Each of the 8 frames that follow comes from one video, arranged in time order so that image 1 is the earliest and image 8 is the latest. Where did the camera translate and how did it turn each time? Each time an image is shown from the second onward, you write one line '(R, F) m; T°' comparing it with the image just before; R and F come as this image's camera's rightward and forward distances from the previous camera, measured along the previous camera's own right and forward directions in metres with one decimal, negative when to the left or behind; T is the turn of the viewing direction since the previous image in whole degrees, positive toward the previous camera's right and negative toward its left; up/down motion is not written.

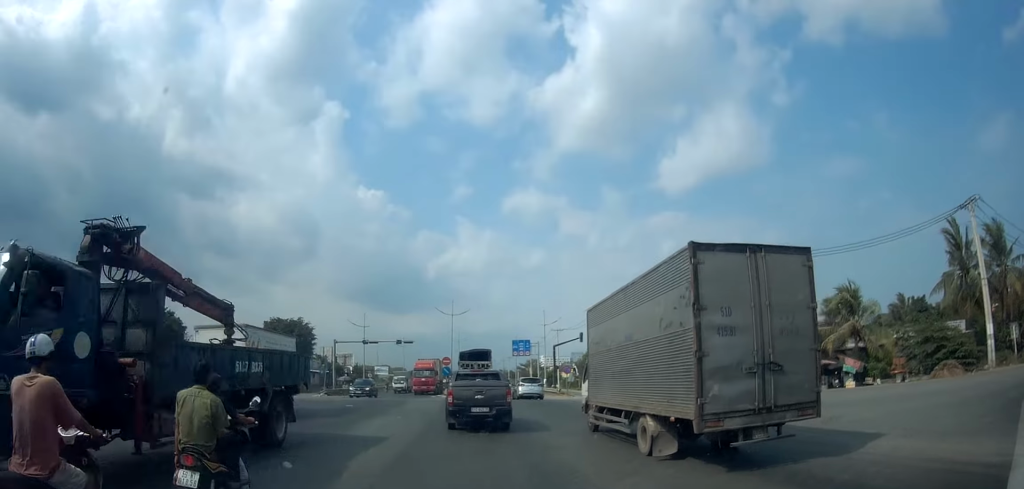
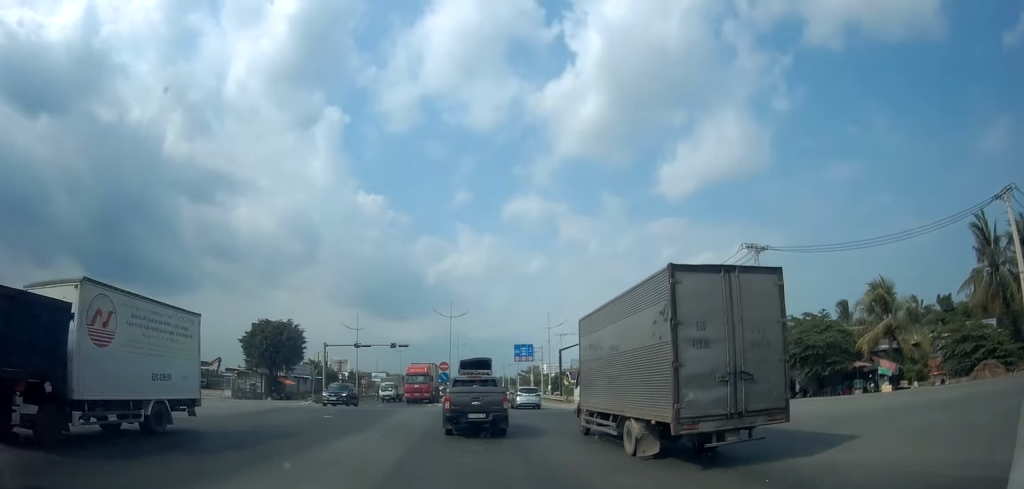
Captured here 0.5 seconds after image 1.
(0.0, +4.1) m; 0°
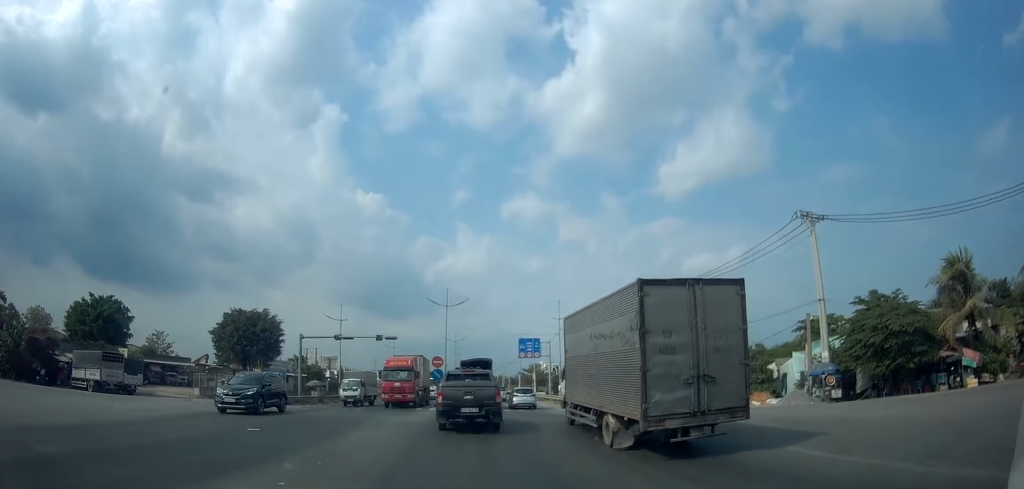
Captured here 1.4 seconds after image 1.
(0.0, +7.5) m; -1°
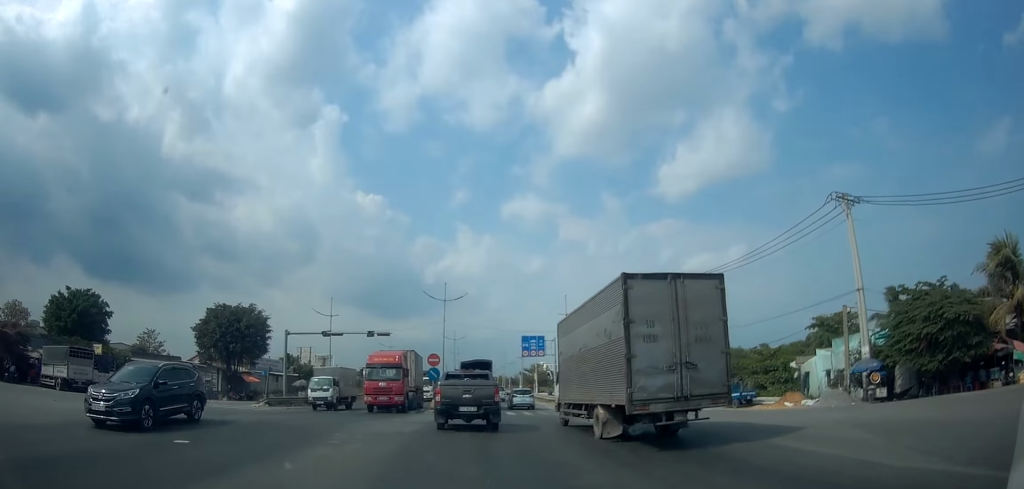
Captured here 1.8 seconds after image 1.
(0.0, +3.7) m; 0°
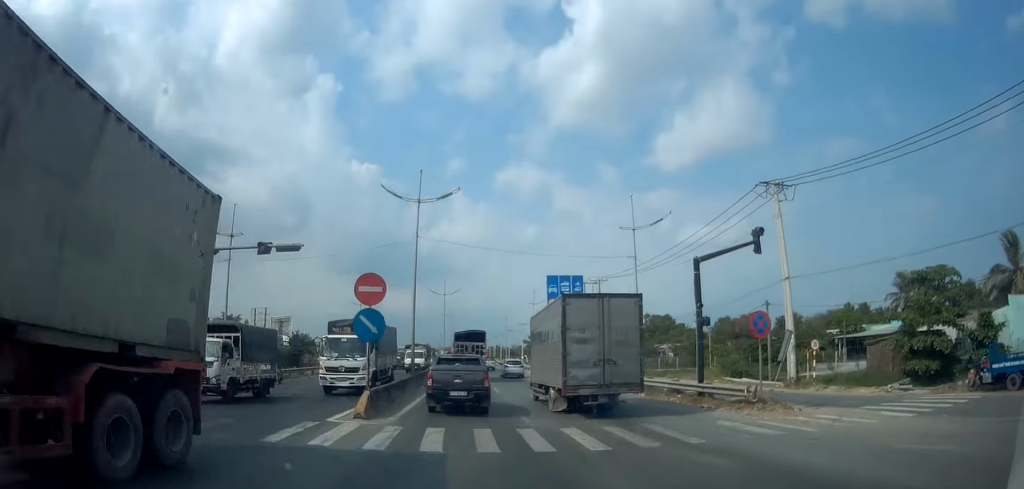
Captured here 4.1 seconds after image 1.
(-0.2, +21.5) m; -1°
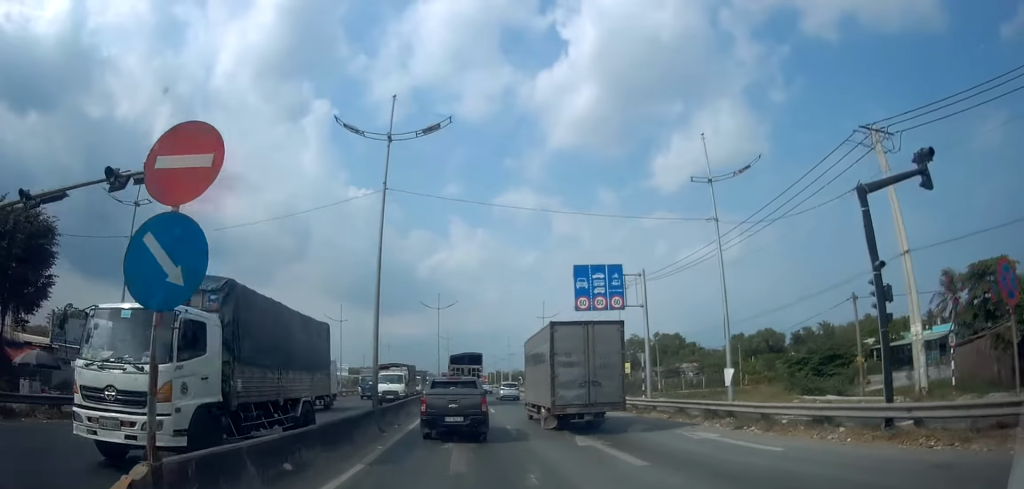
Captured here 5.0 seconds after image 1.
(-0.1, +9.7) m; +3°
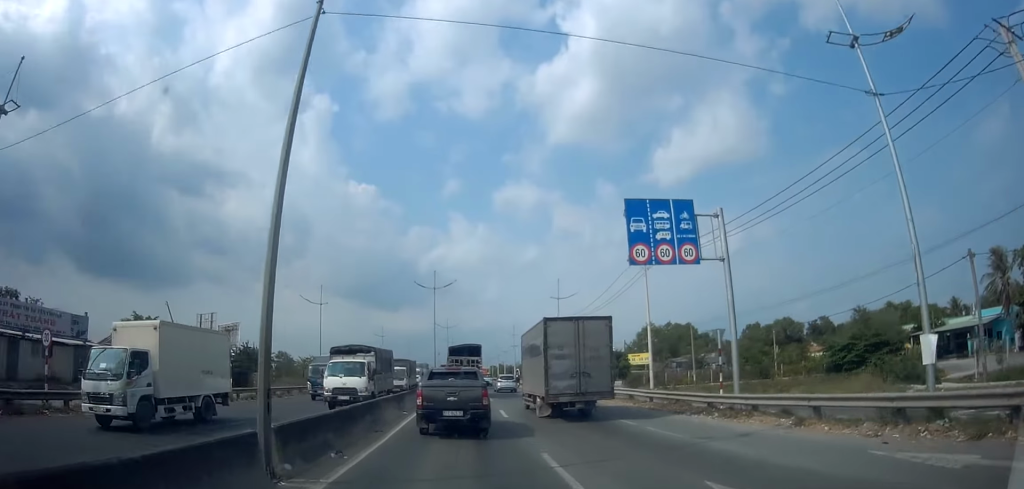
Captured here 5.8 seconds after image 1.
(+0.6, +8.7) m; 0°
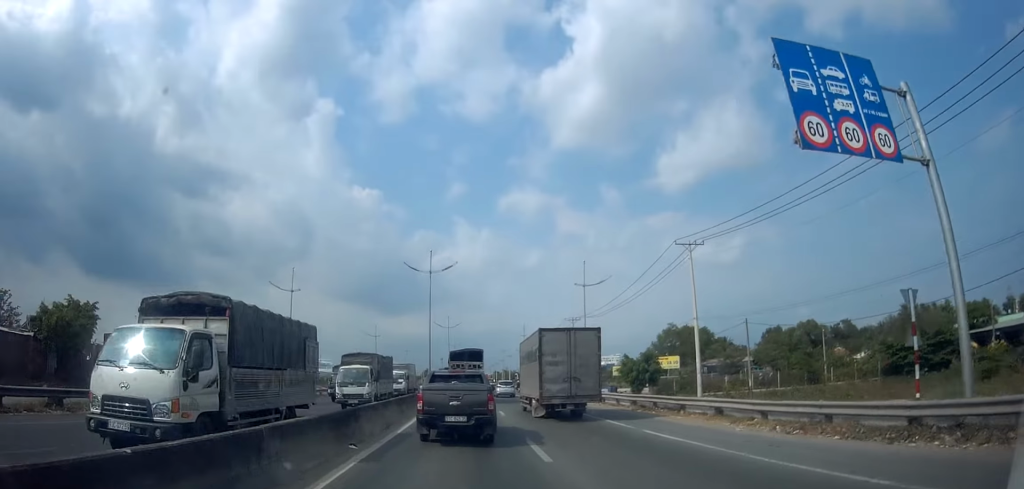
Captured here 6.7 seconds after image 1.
(-0.3, +9.3) m; -3°
